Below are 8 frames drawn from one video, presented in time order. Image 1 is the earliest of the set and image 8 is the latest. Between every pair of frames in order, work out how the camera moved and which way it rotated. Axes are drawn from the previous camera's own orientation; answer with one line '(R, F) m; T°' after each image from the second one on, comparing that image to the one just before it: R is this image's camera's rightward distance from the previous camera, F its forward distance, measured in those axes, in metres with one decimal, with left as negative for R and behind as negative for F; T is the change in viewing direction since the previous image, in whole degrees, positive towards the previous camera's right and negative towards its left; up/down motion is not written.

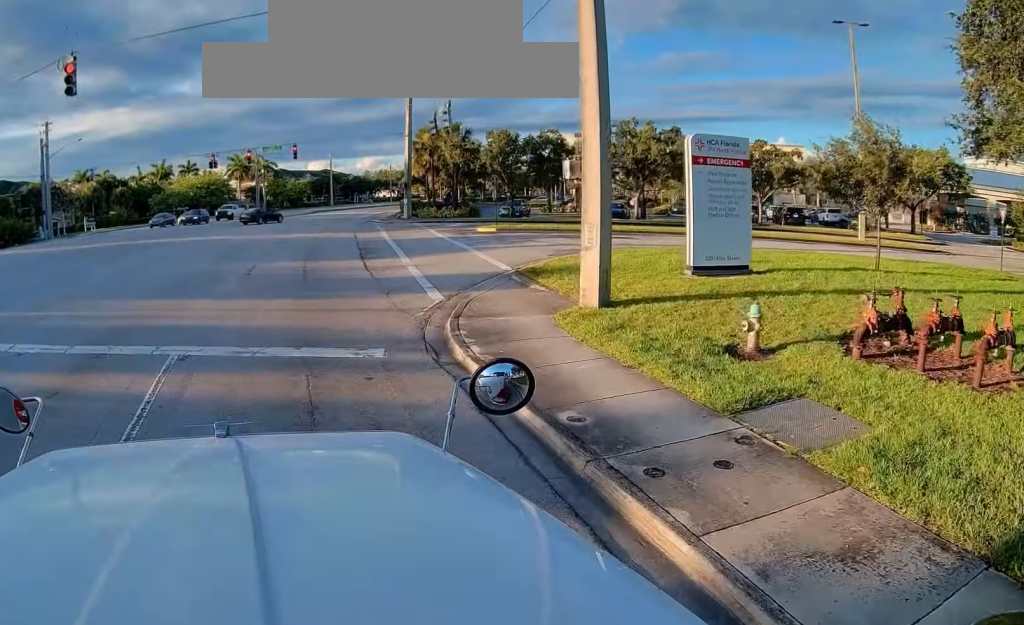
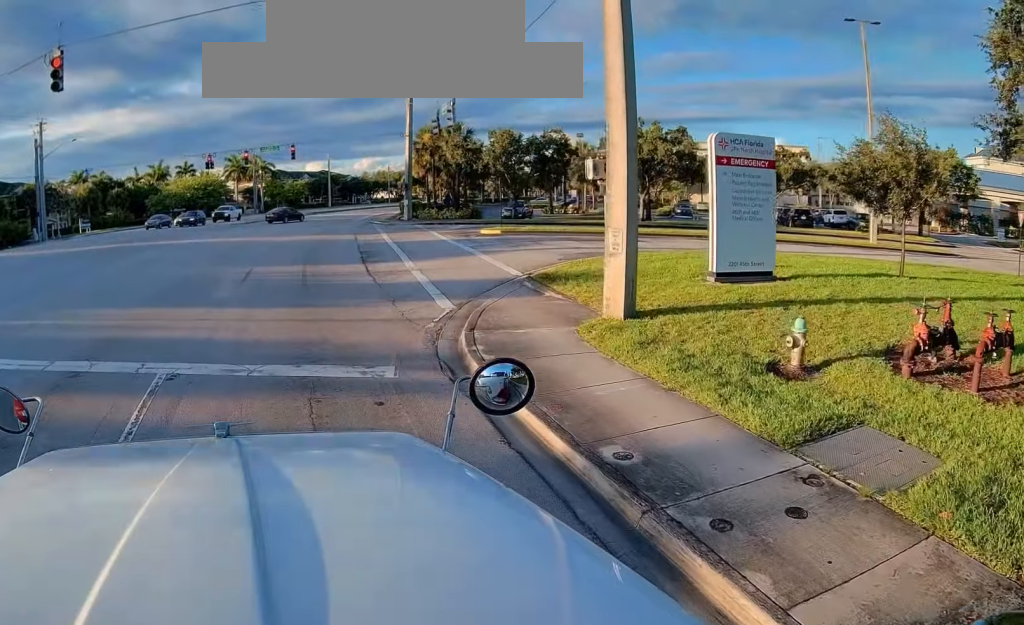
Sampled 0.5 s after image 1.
(-0.1, +1.3) m; -1°
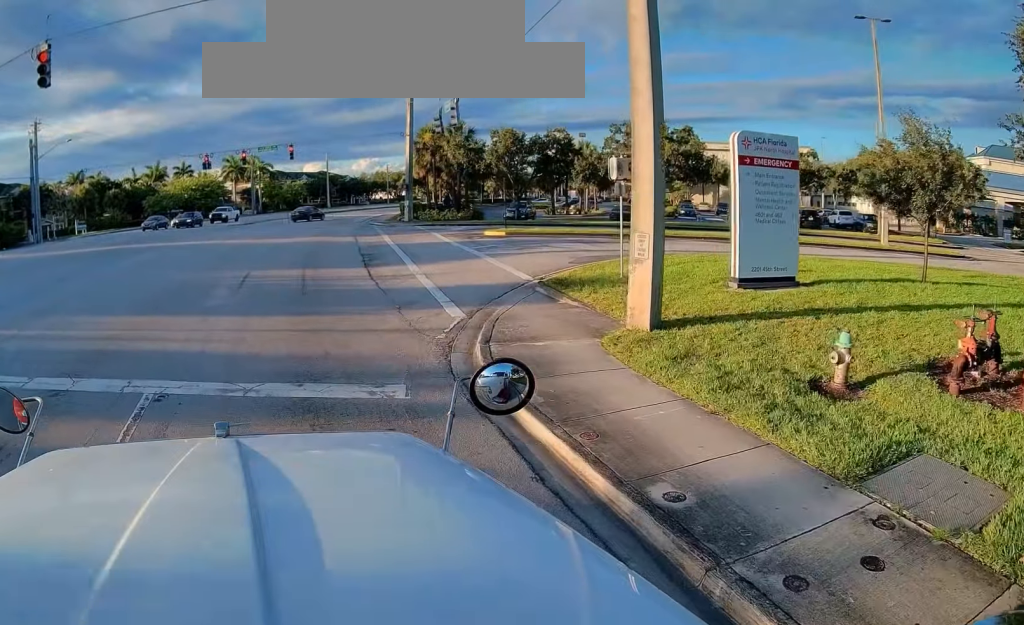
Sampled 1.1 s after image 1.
(0.0, +1.1) m; -1°
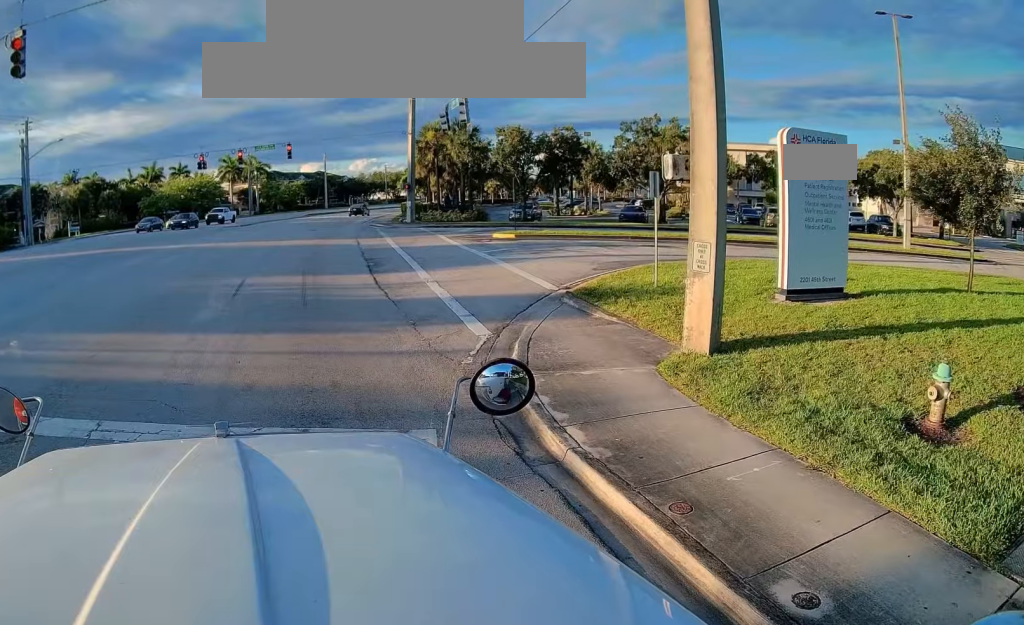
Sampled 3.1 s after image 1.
(0.0, +2.3) m; 0°
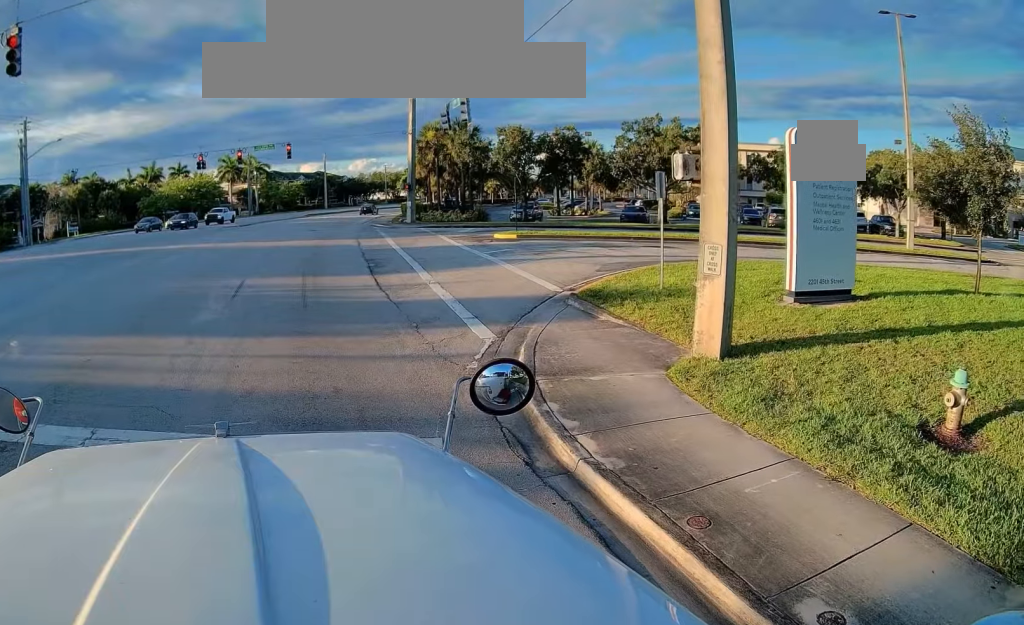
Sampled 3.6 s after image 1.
(+0.1, +0.3) m; 0°
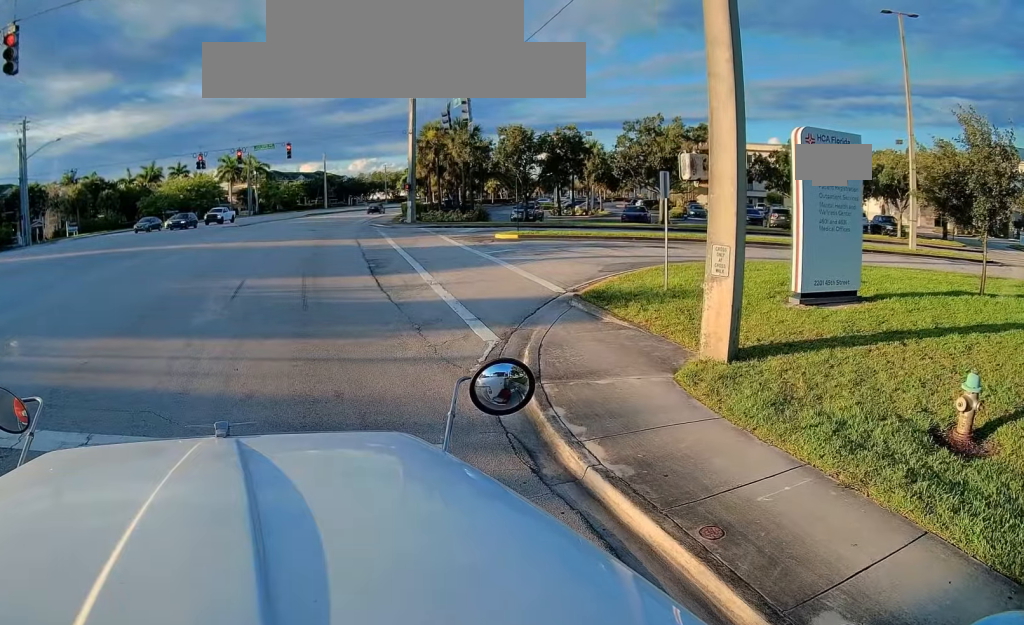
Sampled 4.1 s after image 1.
(0.0, +0.2) m; 0°
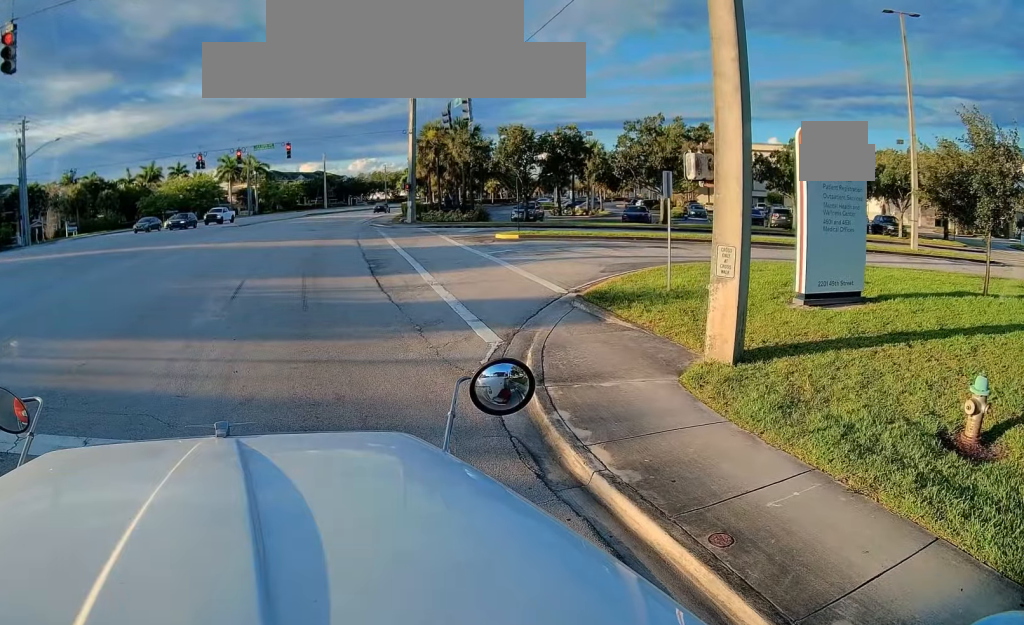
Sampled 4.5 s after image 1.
(0.0, +0.2) m; 0°
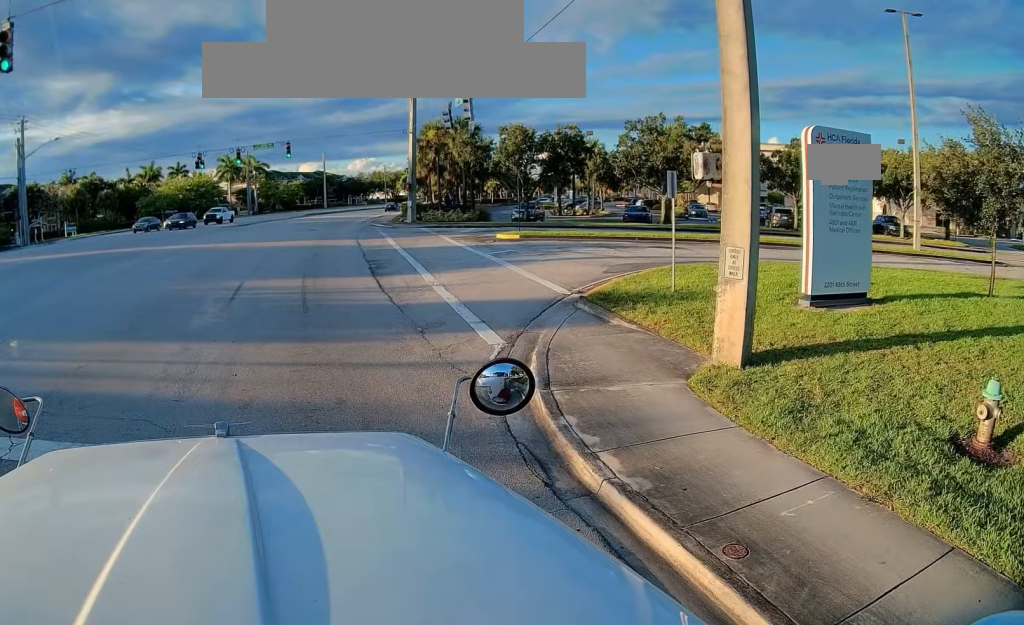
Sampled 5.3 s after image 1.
(-0.2, +0.4) m; 0°
